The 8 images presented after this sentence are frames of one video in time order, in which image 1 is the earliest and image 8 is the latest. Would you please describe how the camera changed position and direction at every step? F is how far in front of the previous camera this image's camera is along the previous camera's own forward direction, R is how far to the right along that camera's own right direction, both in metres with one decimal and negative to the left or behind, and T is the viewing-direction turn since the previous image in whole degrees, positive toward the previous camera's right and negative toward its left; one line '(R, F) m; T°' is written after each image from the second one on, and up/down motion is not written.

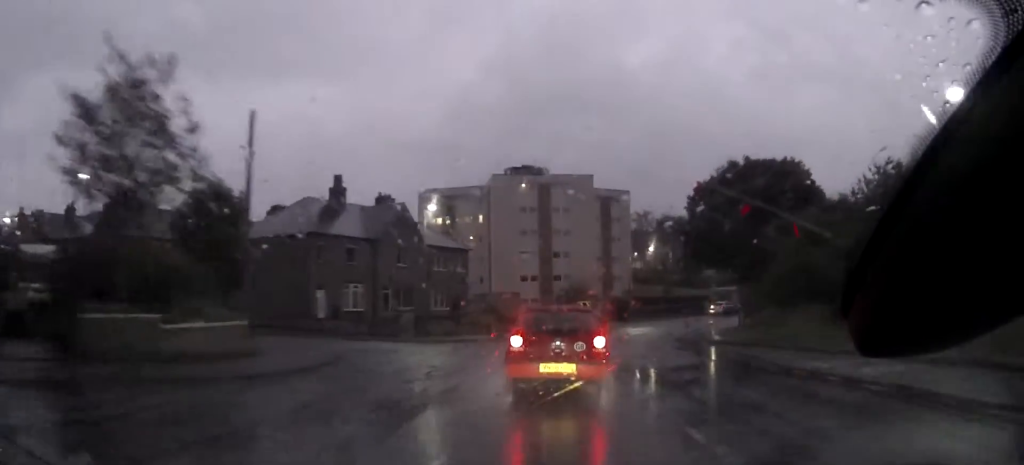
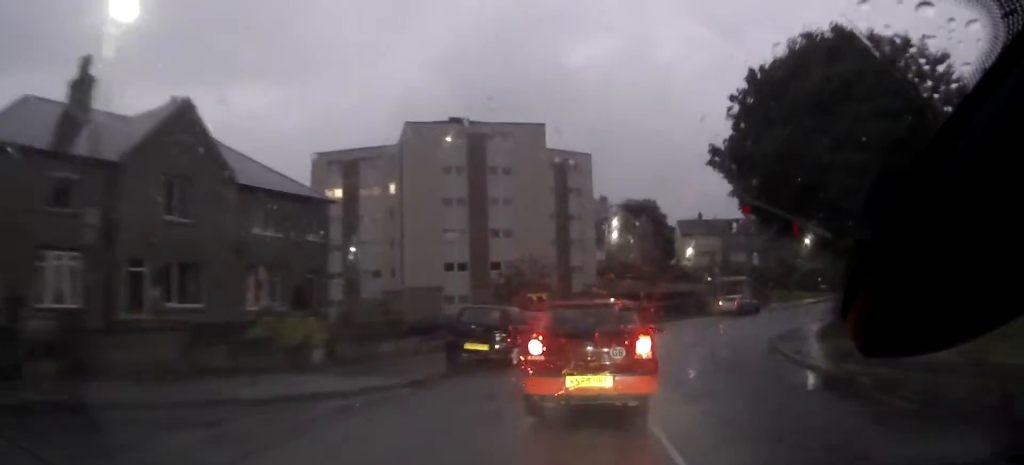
(+0.8, +24.8) m; +7°
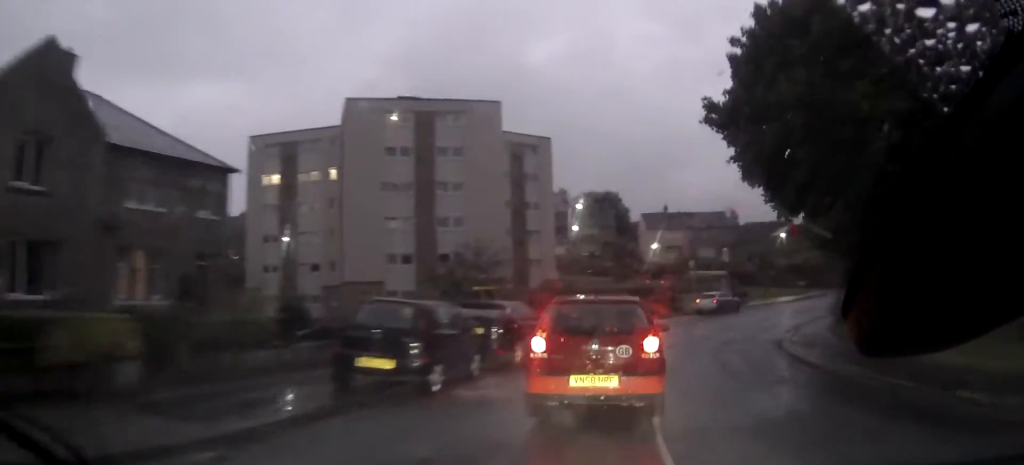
(0.0, +6.5) m; +3°
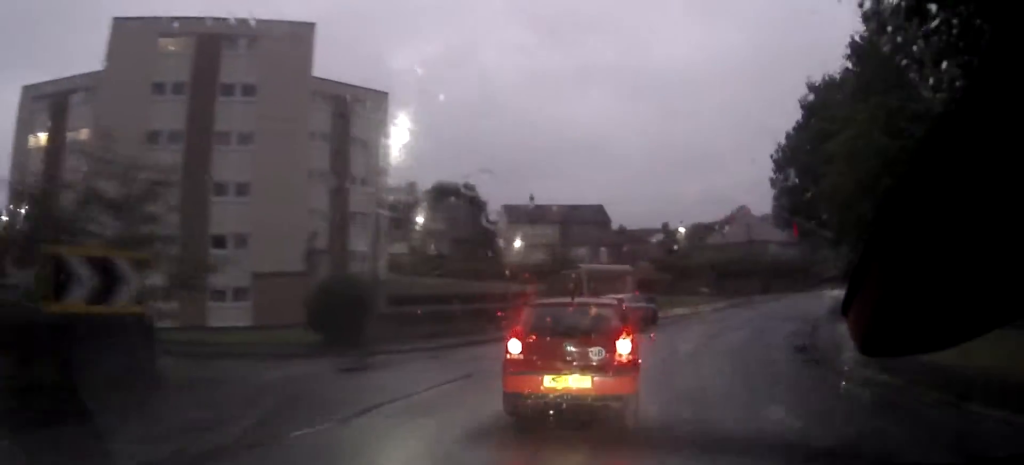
(+1.8, +18.1) m; +7°
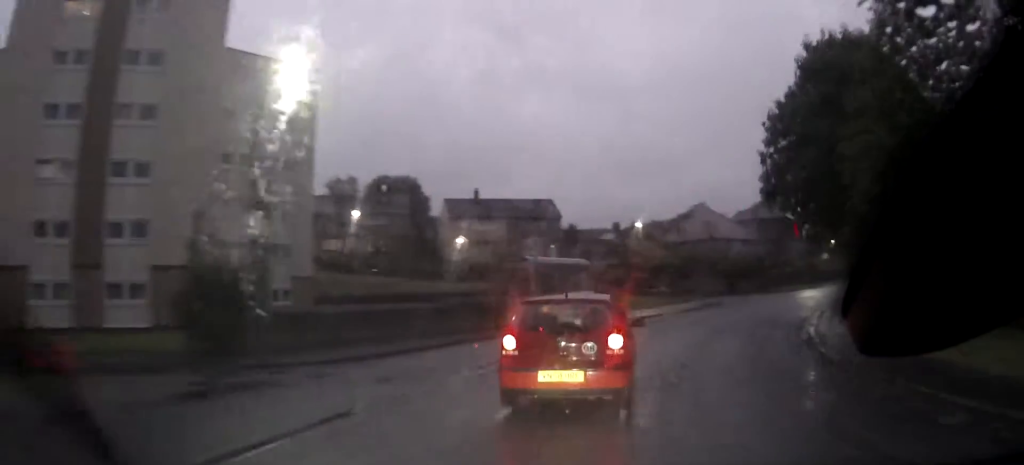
(0.0, +5.6) m; +1°
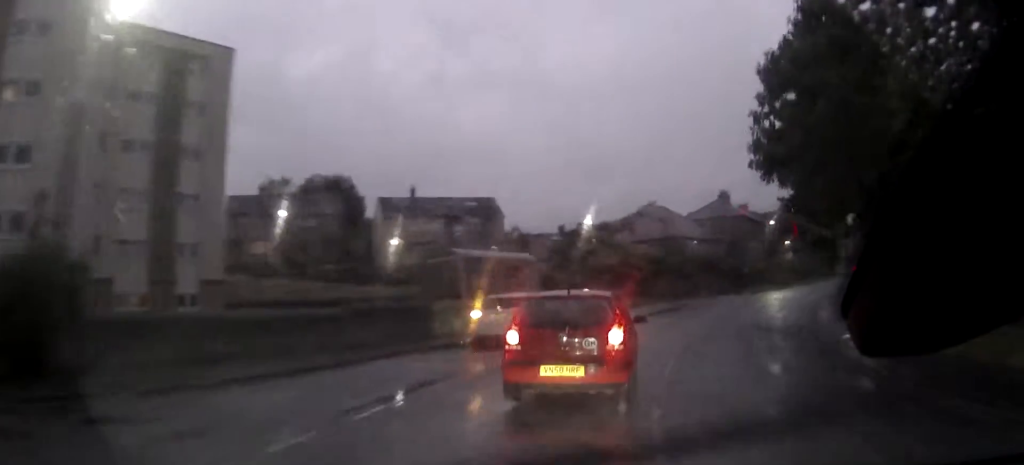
(+0.1, +5.5) m; +1°
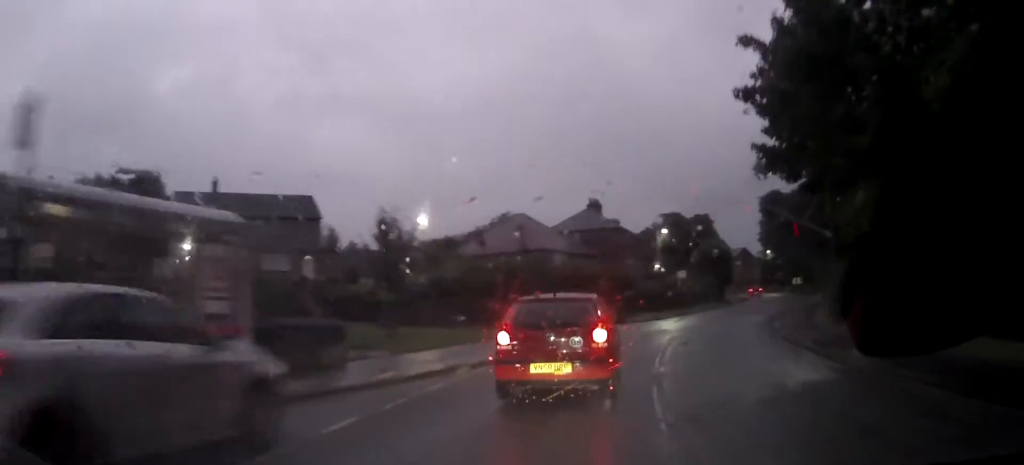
(+0.4, +14.9) m; +9°
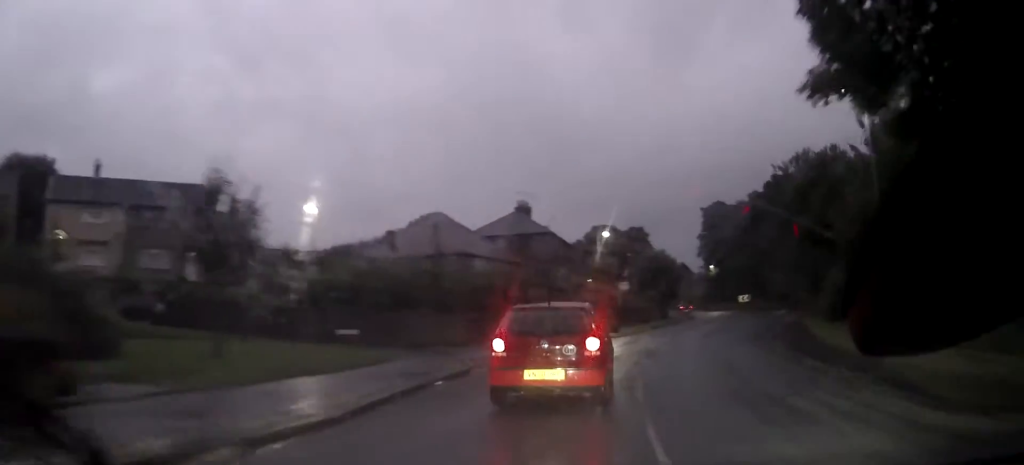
(+0.7, +8.2) m; +10°
